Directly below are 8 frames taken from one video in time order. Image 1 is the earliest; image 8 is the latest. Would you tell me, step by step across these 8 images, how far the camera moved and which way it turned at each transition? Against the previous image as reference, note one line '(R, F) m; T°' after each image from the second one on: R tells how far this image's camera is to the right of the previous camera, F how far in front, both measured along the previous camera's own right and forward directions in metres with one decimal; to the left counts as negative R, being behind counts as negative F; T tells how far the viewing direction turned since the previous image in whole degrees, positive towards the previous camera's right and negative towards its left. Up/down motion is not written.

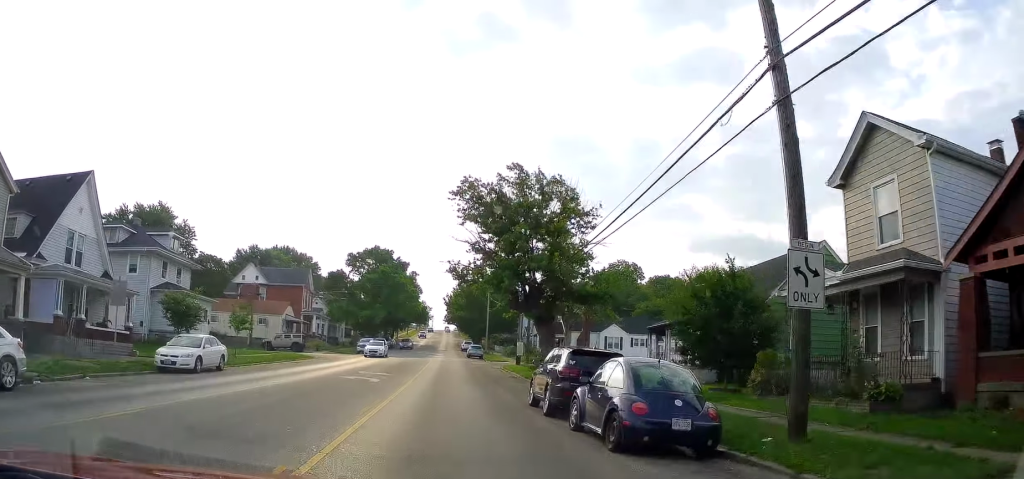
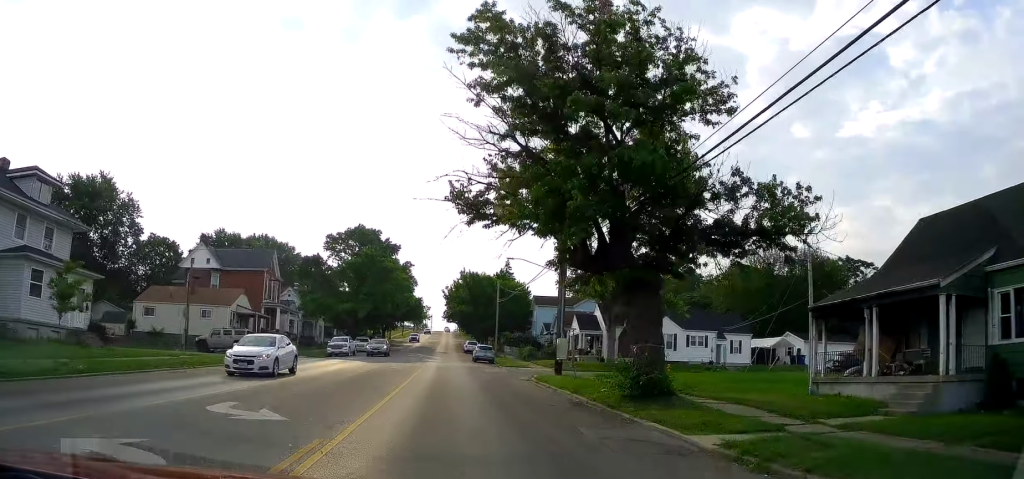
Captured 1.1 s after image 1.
(+0.2, +18.6) m; +1°
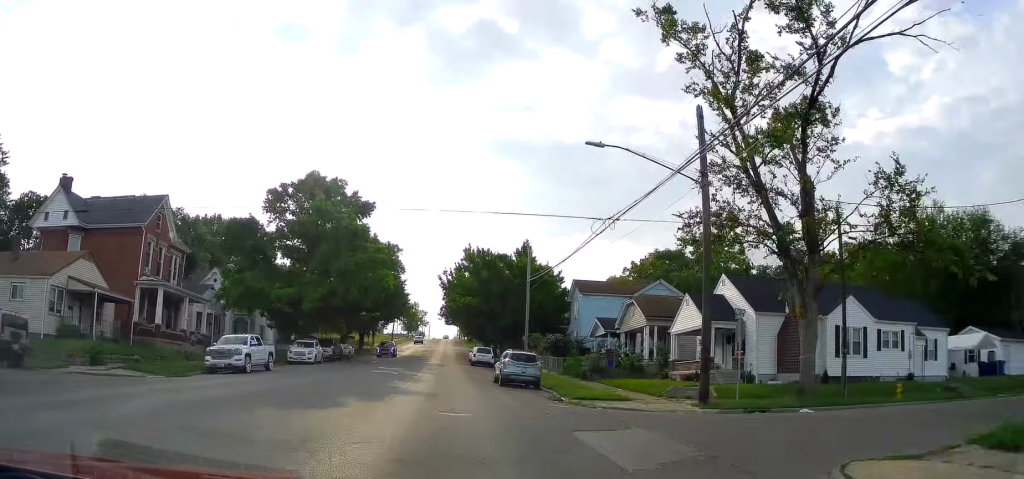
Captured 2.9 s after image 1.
(-0.3, +29.0) m; -2°
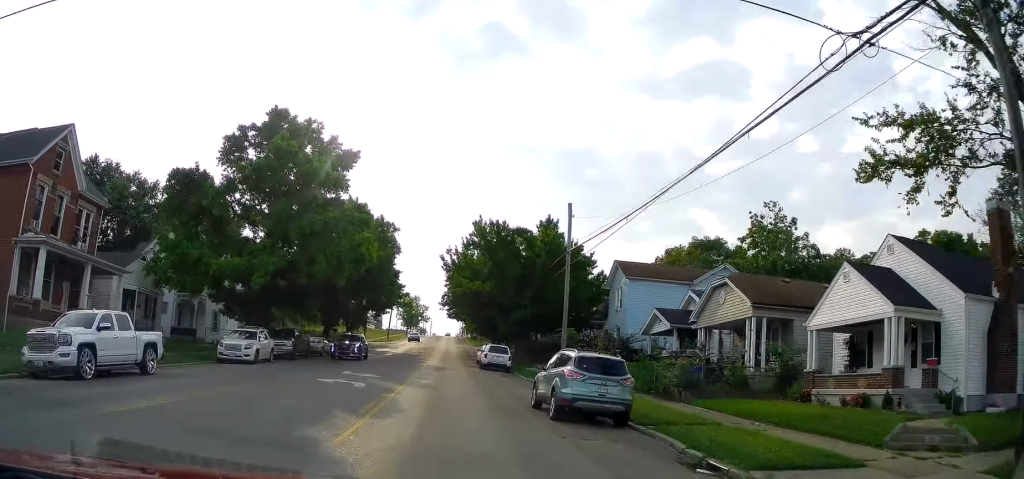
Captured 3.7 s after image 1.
(0.0, +13.5) m; 0°
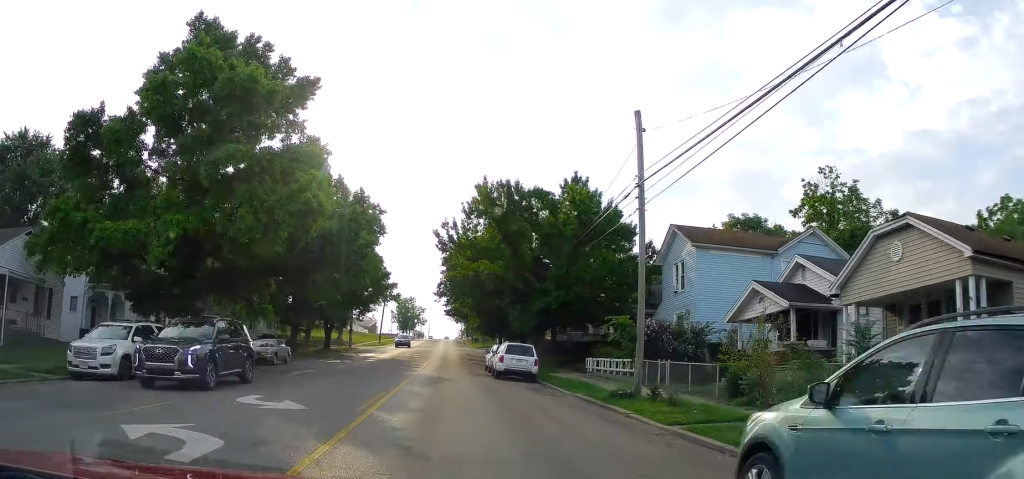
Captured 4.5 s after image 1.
(0.0, +12.4) m; 0°
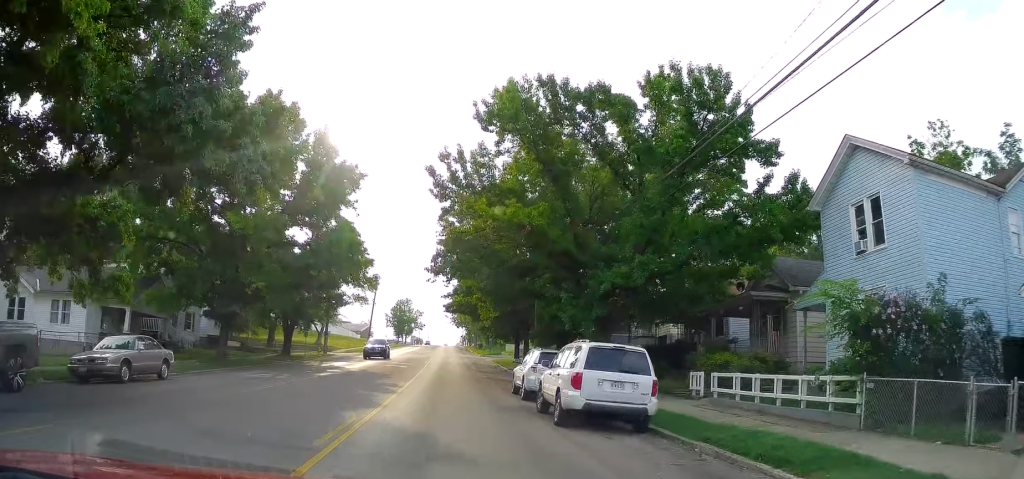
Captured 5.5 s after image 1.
(+0.1, +16.1) m; +1°
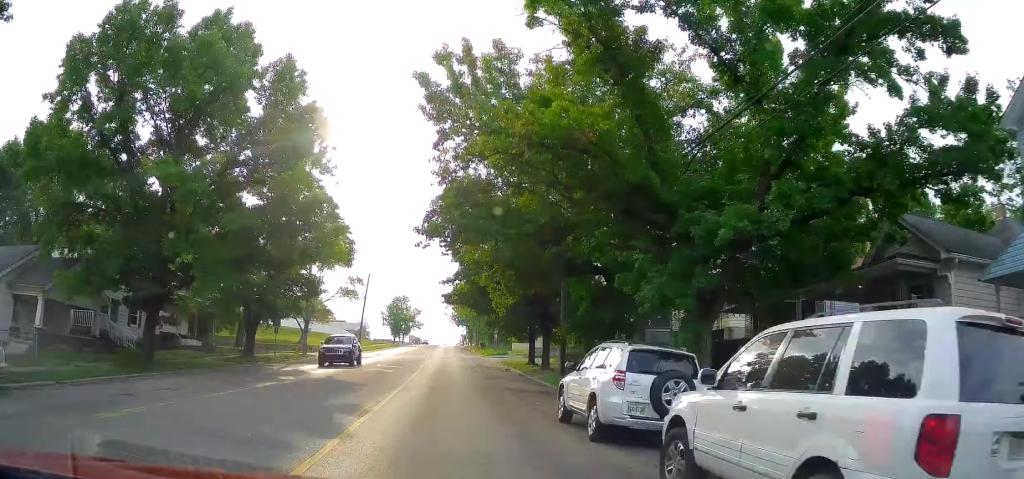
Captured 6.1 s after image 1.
(0.0, +9.1) m; 0°
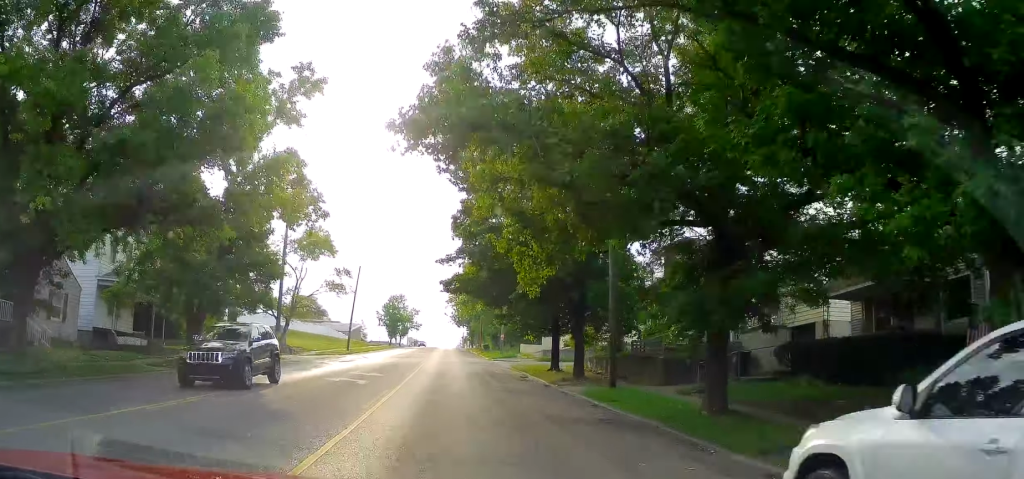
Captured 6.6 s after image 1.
(0.0, +9.2) m; 0°
